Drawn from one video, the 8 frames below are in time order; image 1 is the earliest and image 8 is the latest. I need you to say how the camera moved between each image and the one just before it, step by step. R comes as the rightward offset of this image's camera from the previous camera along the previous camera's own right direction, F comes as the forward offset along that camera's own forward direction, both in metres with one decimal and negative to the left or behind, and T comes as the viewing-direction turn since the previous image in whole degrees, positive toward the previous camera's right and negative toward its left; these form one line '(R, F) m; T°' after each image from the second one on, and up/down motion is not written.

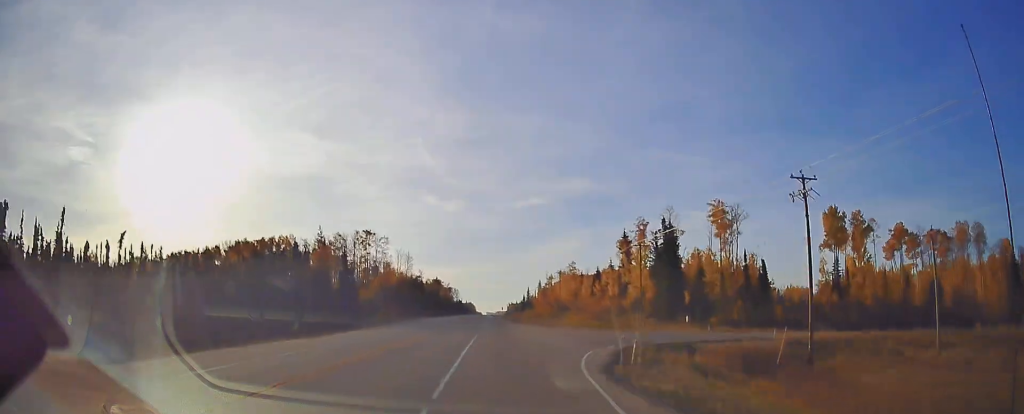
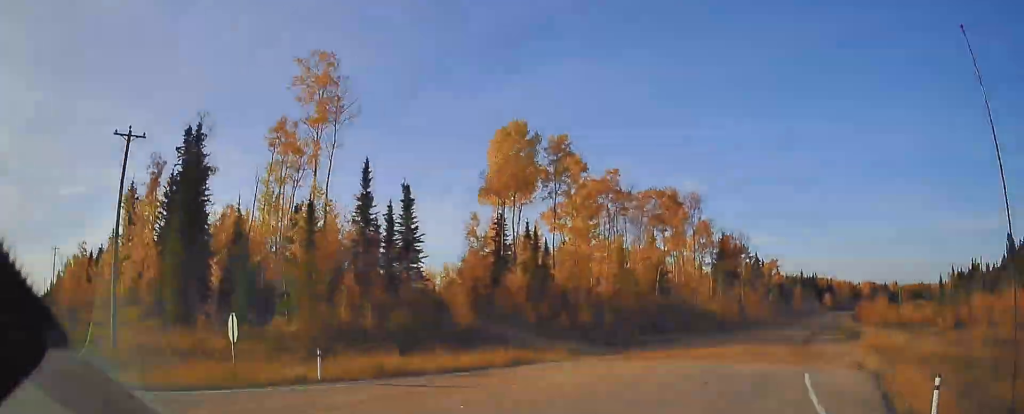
(+13.3, +43.7) m; +49°
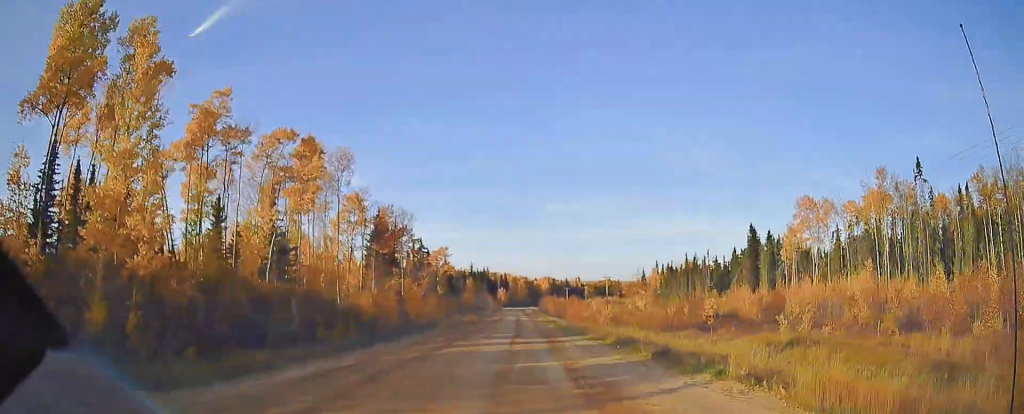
(+9.5, +21.5) m; +27°
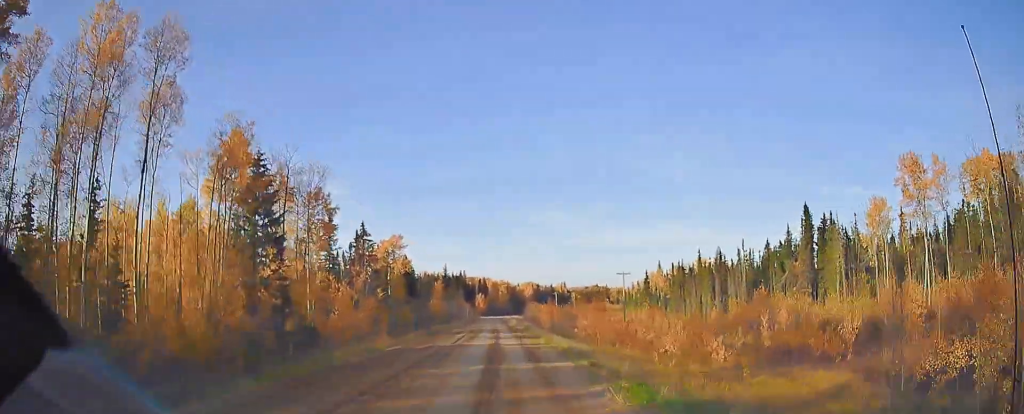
(+1.8, +30.7) m; +2°
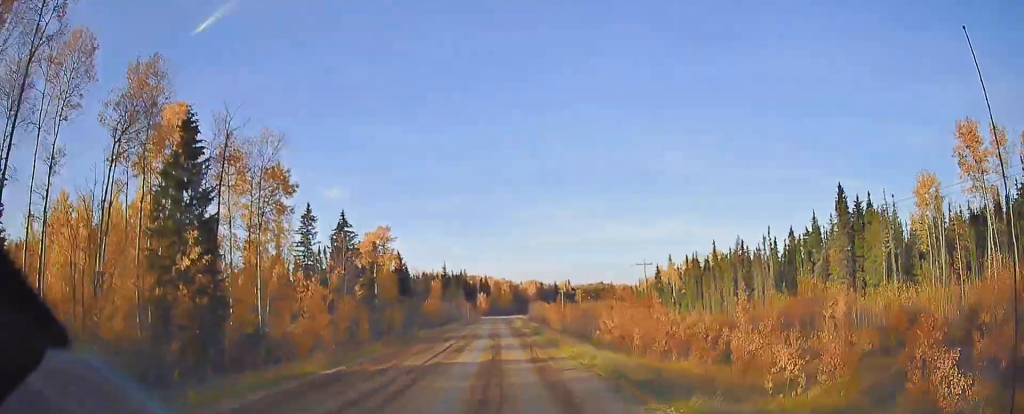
(-0.2, +10.5) m; 0°
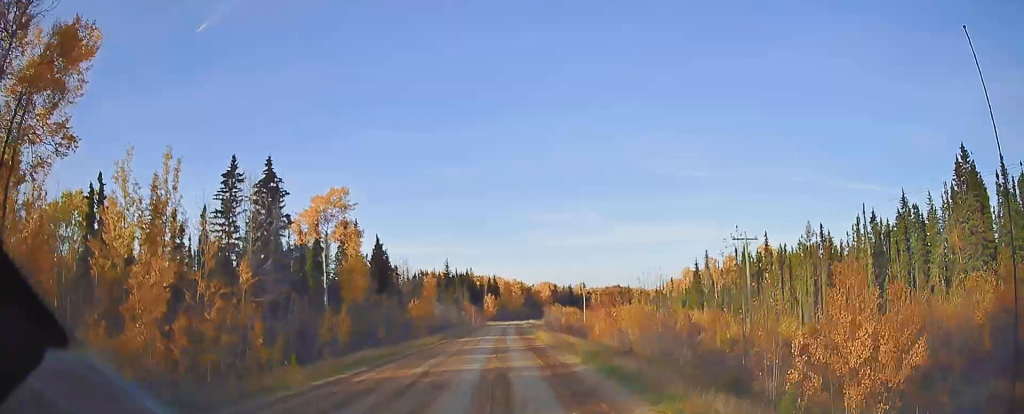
(-0.1, +26.8) m; 0°
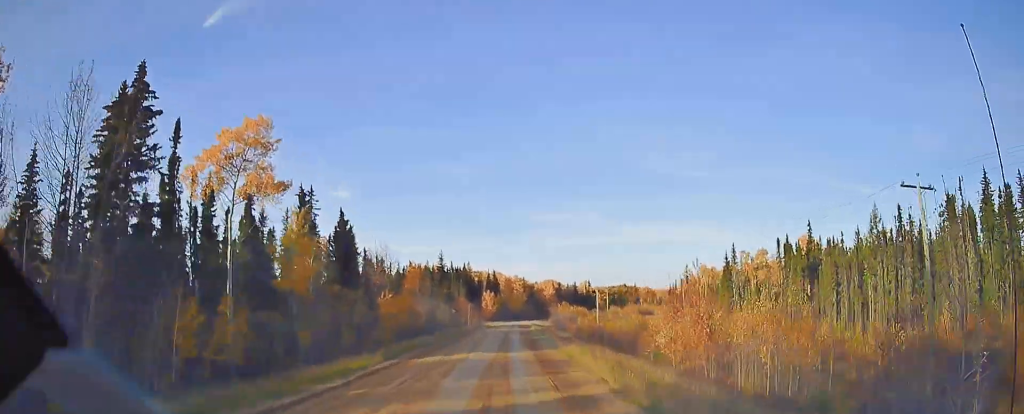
(+0.1, +19.4) m; 0°
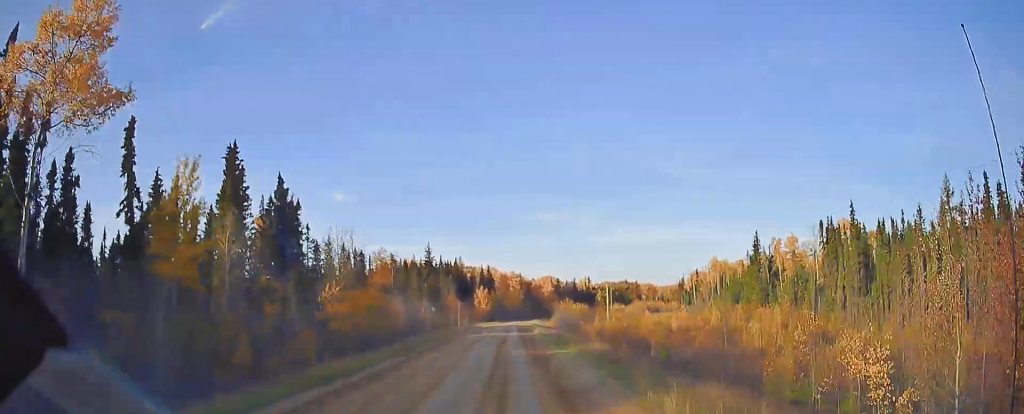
(+0.2, +17.1) m; 0°
